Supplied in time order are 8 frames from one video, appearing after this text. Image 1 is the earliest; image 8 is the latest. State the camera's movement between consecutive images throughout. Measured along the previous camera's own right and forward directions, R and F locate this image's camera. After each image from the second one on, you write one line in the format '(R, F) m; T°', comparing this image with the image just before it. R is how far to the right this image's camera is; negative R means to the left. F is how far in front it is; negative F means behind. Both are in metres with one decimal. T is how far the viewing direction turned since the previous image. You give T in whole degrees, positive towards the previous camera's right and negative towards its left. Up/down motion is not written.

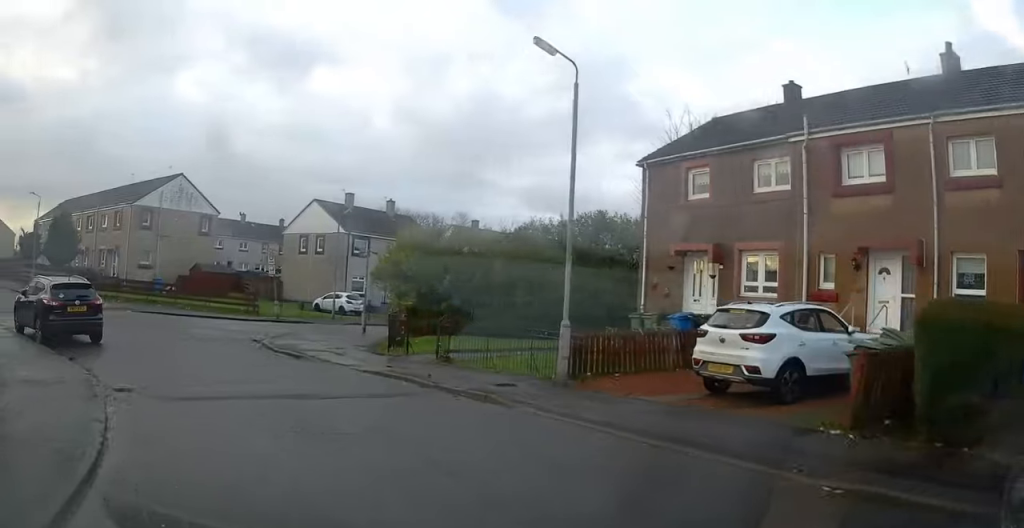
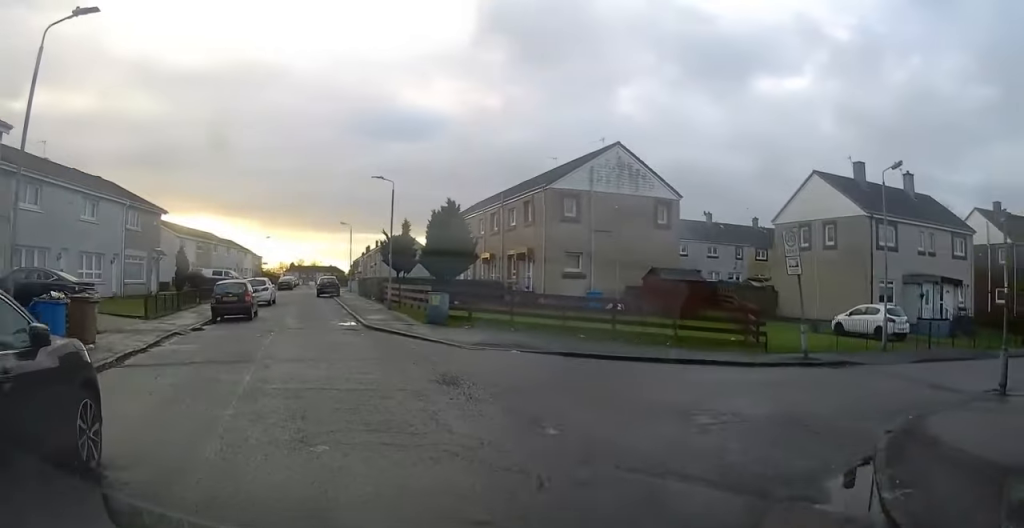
(-4.3, +13.1) m; -27°
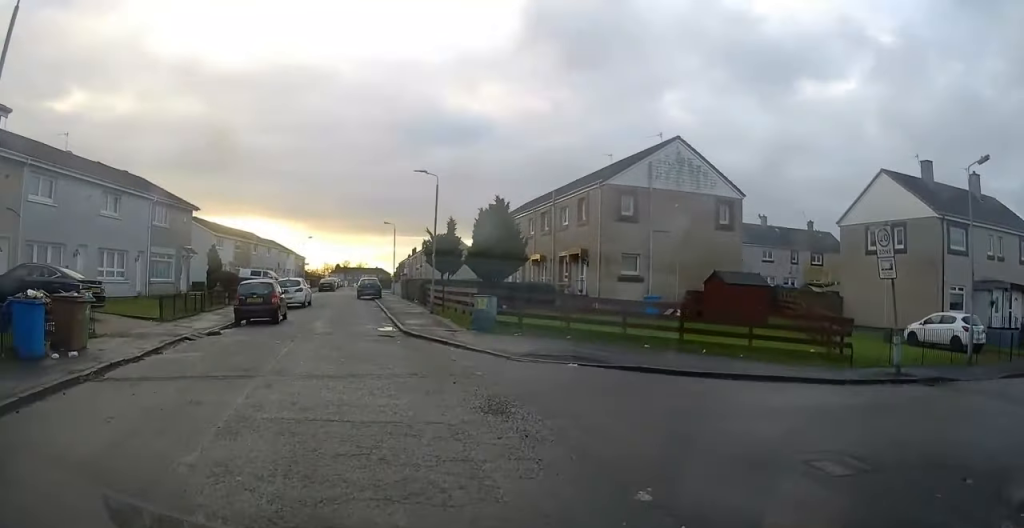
(-0.1, +2.4) m; 0°
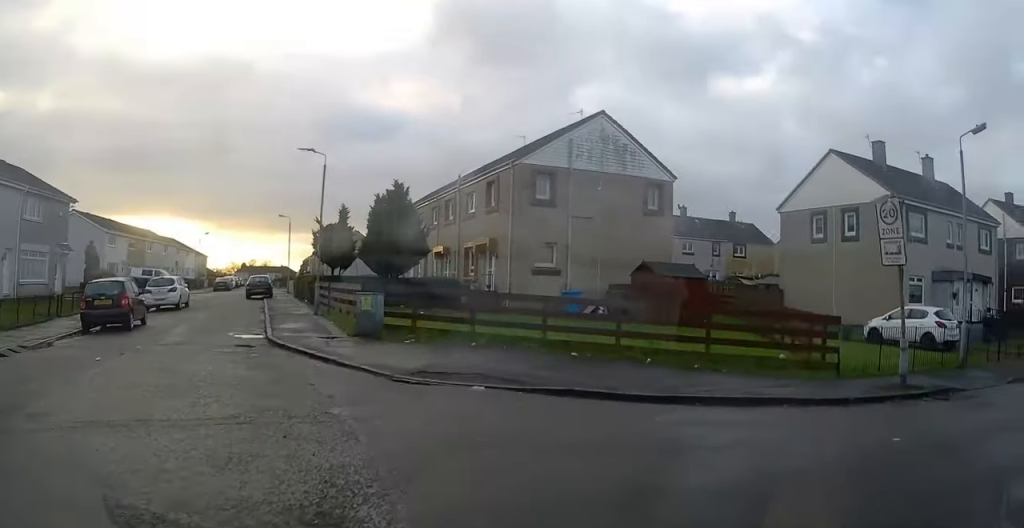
(-0.1, +4.5) m; +5°
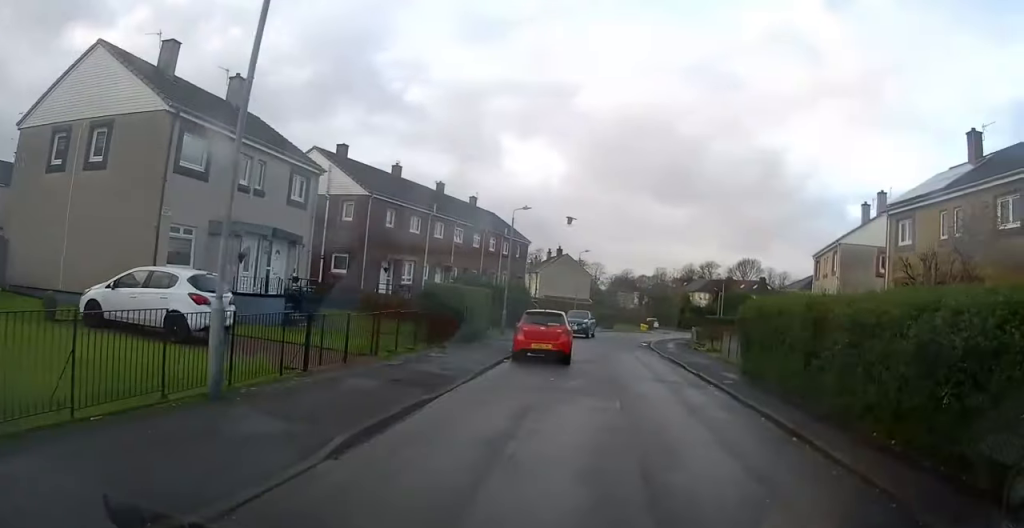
(+3.6, +9.2) m; +47°
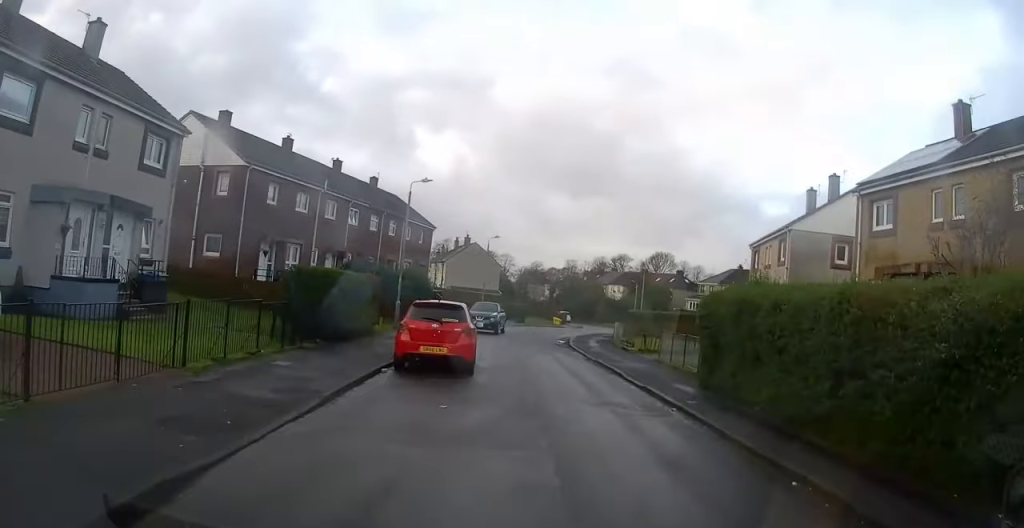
(+0.6, +4.0) m; +12°
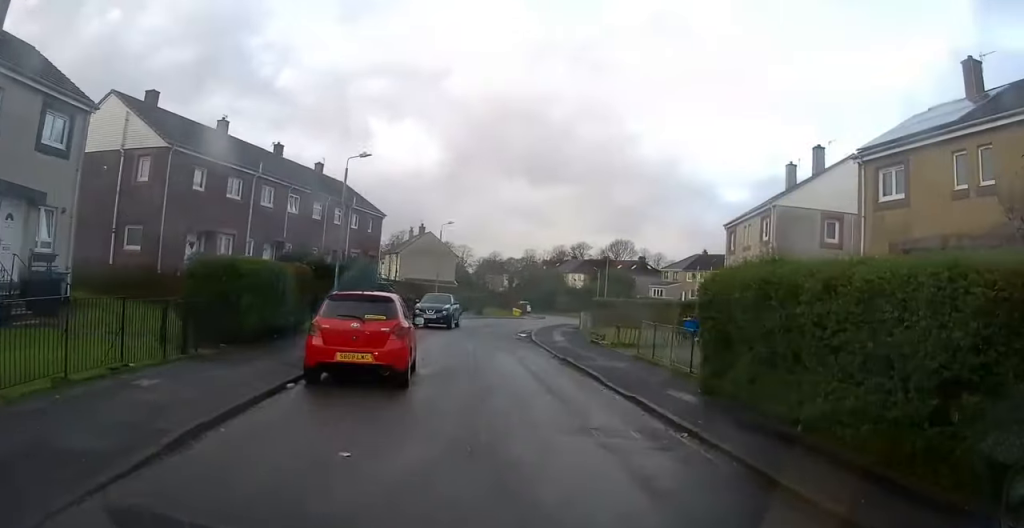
(+0.2, +3.0) m; +4°
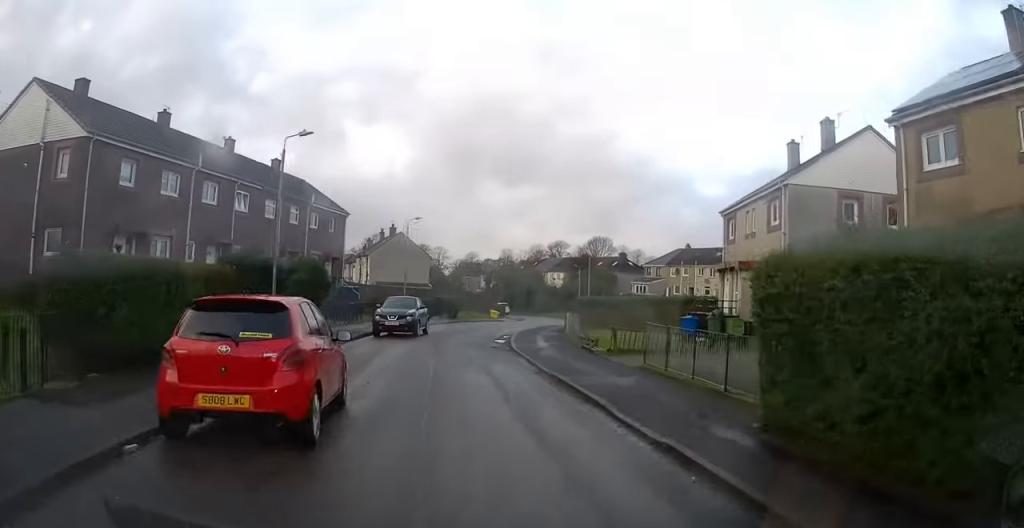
(+0.1, +3.5) m; +4°
